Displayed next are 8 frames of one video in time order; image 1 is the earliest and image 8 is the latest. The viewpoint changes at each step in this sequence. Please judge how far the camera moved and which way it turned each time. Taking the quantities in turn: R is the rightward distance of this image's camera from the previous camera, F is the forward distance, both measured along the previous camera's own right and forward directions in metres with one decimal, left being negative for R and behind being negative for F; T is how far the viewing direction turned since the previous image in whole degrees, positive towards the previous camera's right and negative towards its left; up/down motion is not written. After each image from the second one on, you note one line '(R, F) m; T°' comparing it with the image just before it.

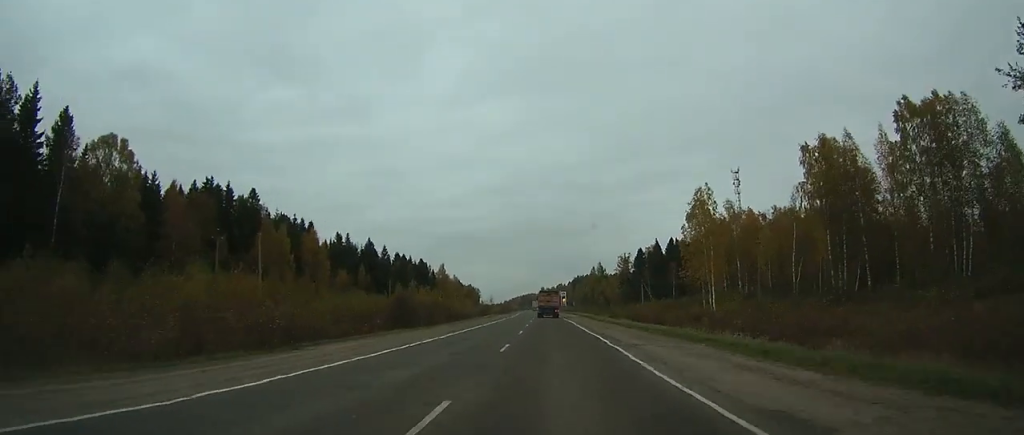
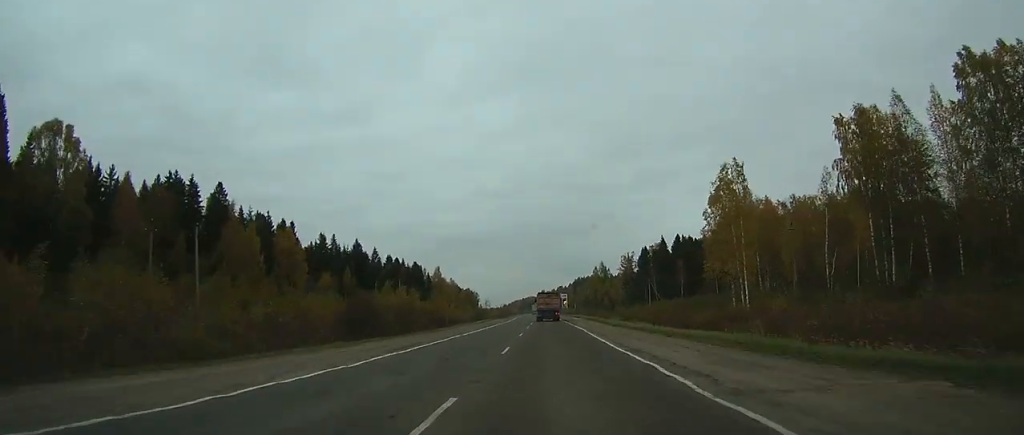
(0.0, +11.5) m; 0°
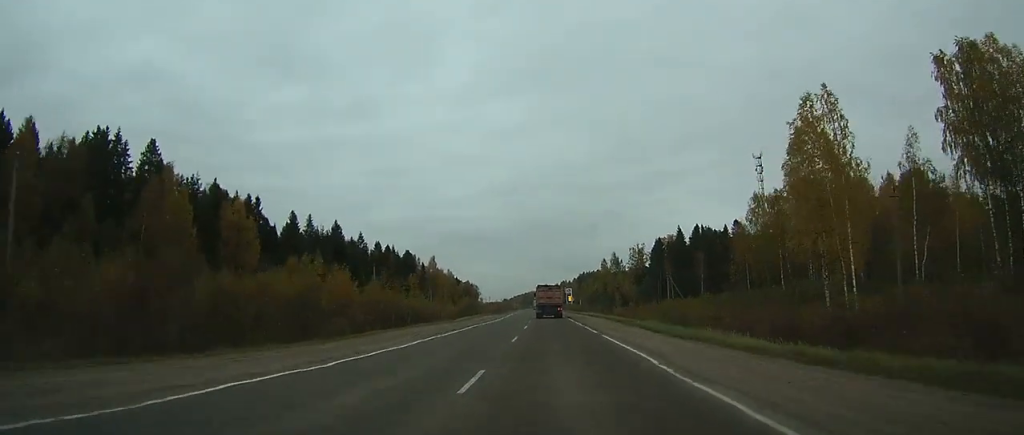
(0.0, +20.5) m; 0°
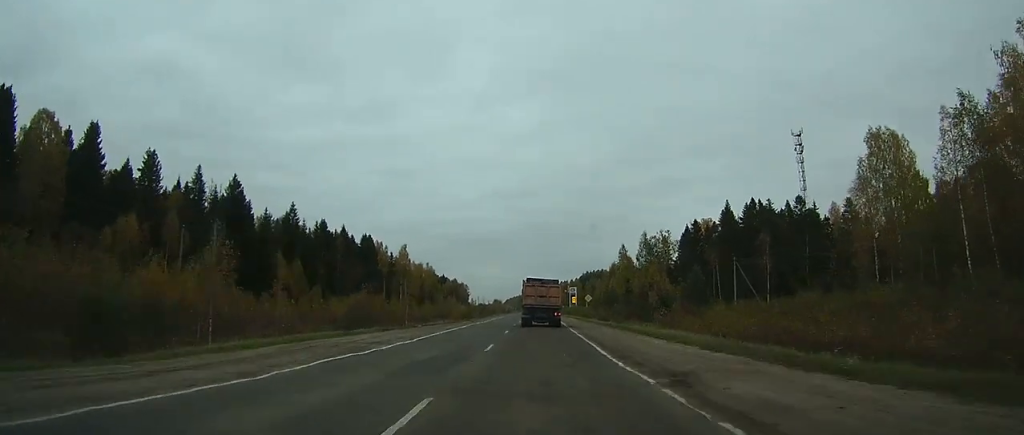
(-0.5, +48.6) m; -1°
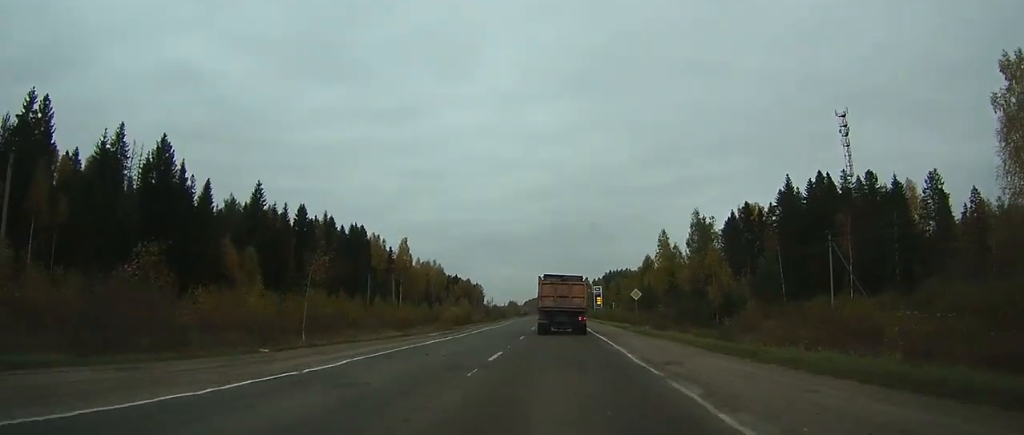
(-0.3, +28.5) m; -1°
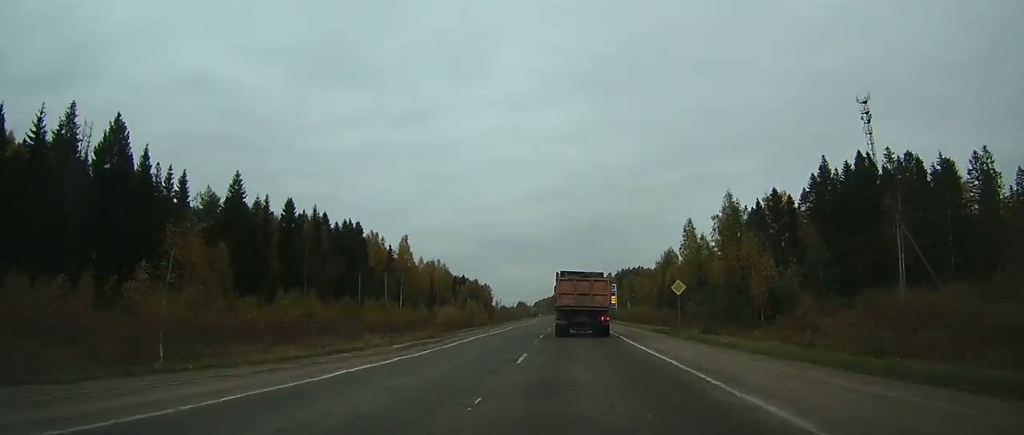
(-0.2, +13.1) m; 0°
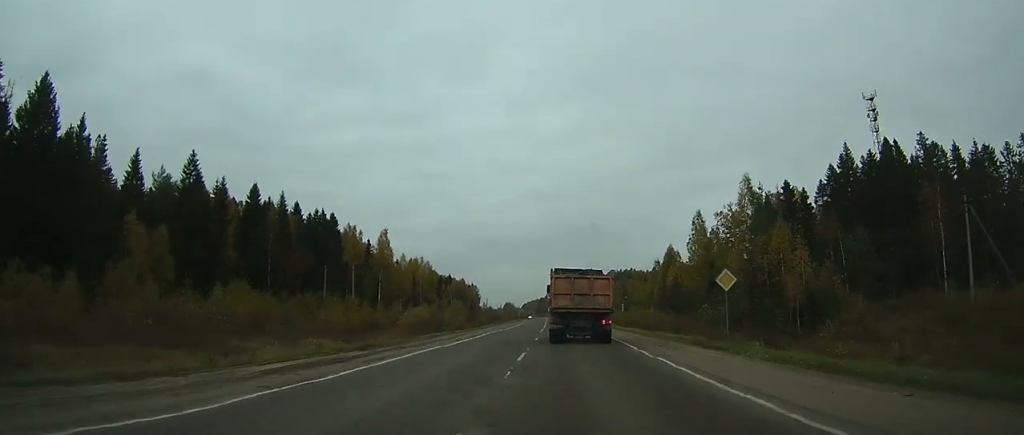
(0.0, +12.5) m; 0°
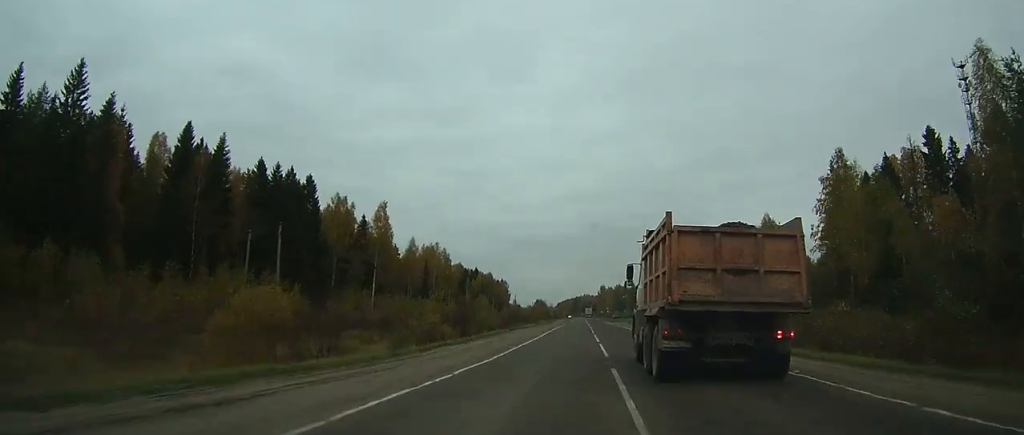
(-0.1, +33.3) m; 0°
